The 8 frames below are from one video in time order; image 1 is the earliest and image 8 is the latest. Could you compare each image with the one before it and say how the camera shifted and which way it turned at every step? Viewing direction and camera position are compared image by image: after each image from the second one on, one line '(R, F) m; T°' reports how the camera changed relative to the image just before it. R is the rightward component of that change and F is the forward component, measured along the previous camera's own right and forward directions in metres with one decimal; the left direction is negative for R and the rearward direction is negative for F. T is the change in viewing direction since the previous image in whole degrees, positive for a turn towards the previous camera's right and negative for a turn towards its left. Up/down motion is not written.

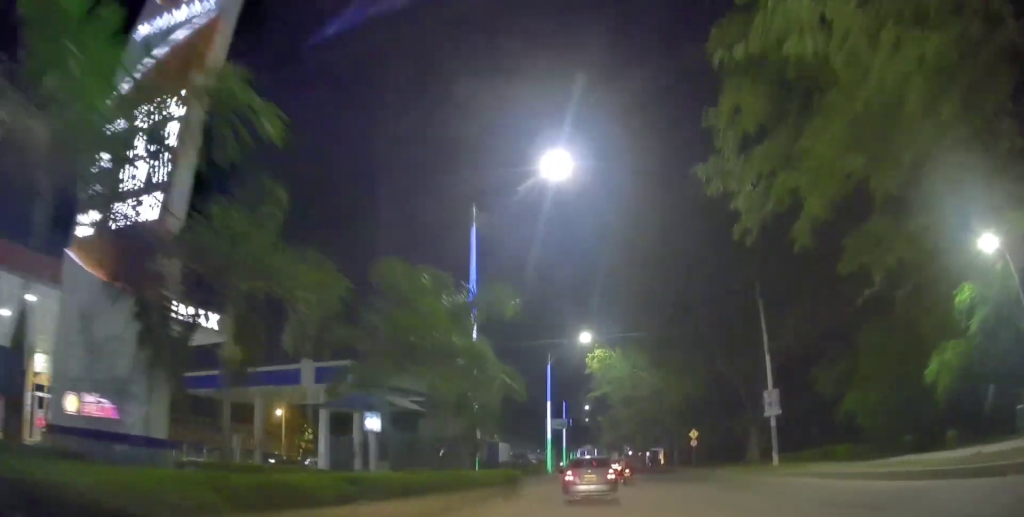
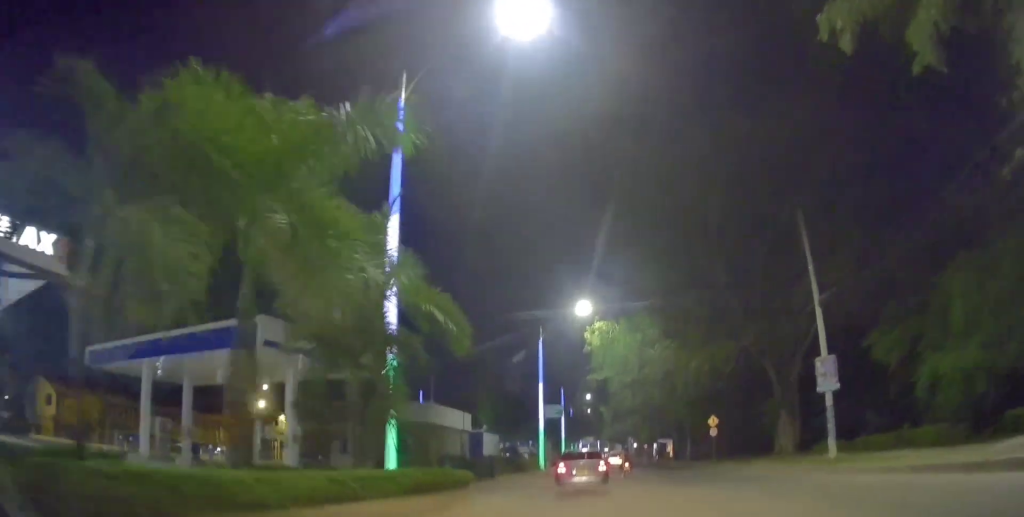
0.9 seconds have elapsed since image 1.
(+0.1, +8.0) m; 0°
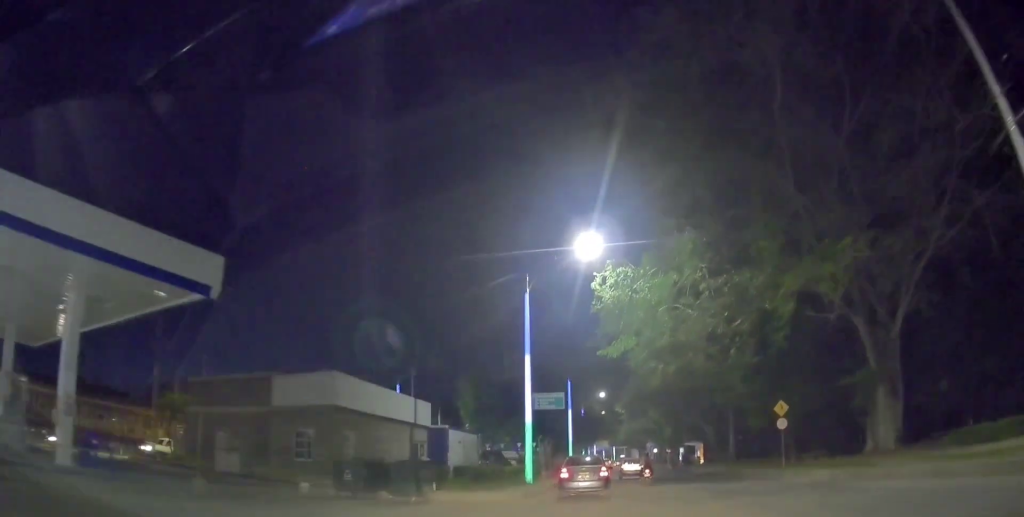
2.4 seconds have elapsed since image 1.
(0.0, +13.9) m; 0°
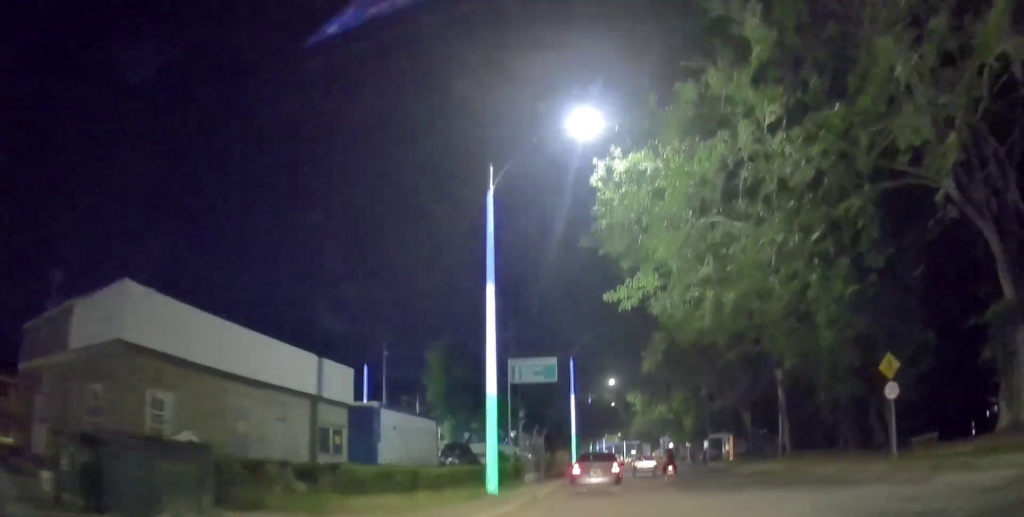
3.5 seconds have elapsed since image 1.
(-0.1, +11.3) m; -4°
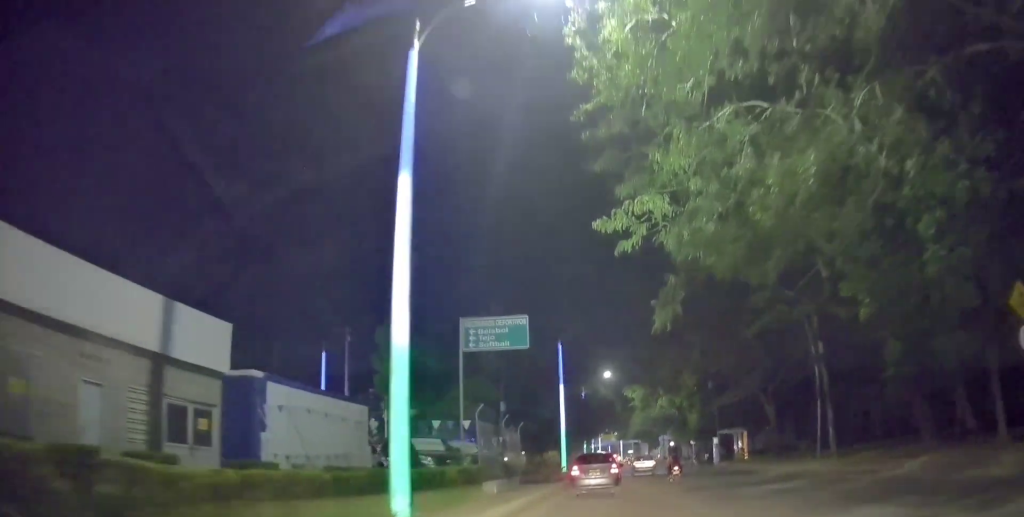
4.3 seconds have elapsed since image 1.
(-0.4, +7.3) m; -2°
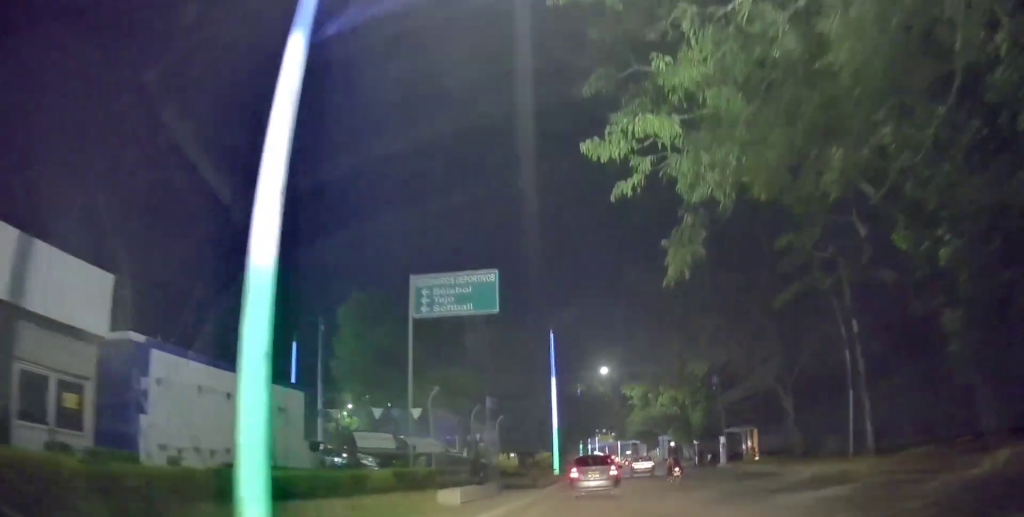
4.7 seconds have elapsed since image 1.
(-0.1, +4.2) m; +3°
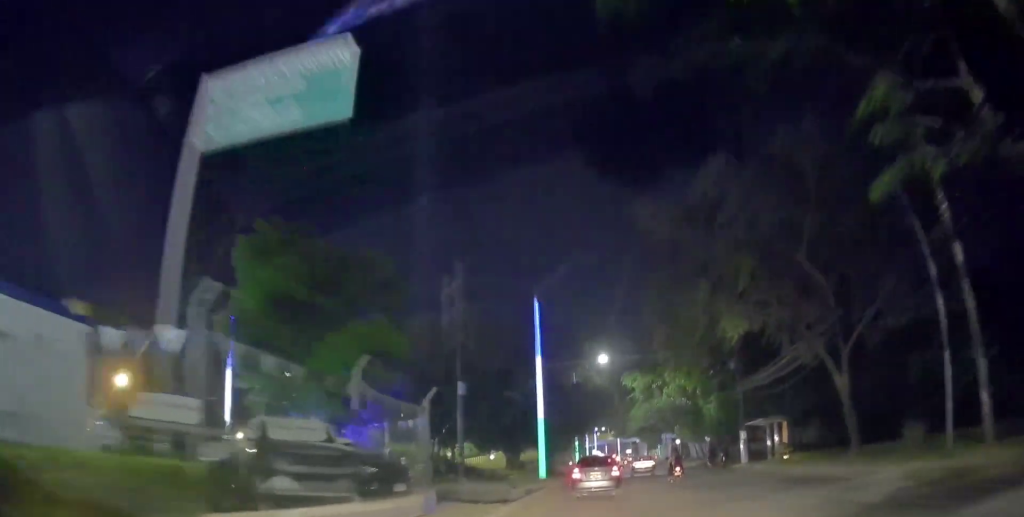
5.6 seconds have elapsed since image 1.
(+0.3, +8.0) m; +3°
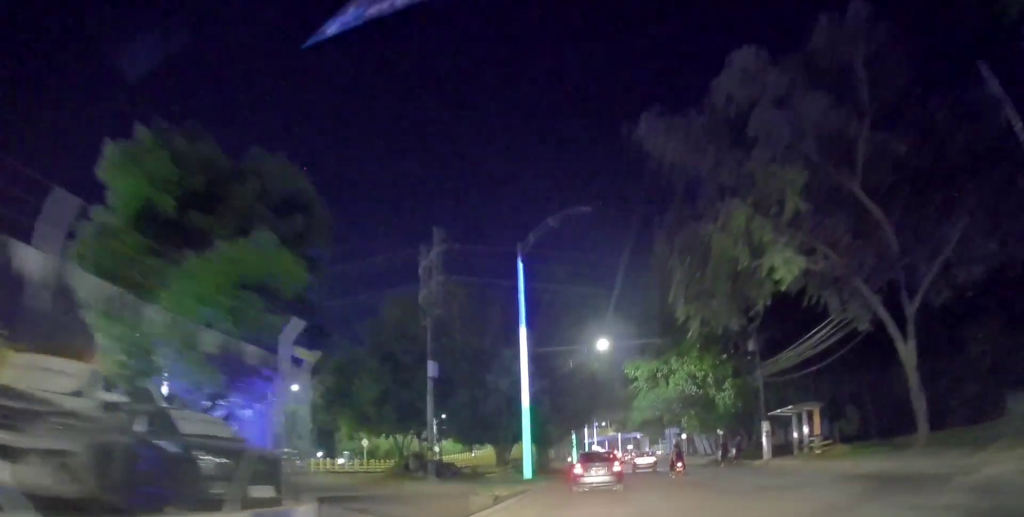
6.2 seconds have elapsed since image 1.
(+0.6, +5.9) m; 0°
